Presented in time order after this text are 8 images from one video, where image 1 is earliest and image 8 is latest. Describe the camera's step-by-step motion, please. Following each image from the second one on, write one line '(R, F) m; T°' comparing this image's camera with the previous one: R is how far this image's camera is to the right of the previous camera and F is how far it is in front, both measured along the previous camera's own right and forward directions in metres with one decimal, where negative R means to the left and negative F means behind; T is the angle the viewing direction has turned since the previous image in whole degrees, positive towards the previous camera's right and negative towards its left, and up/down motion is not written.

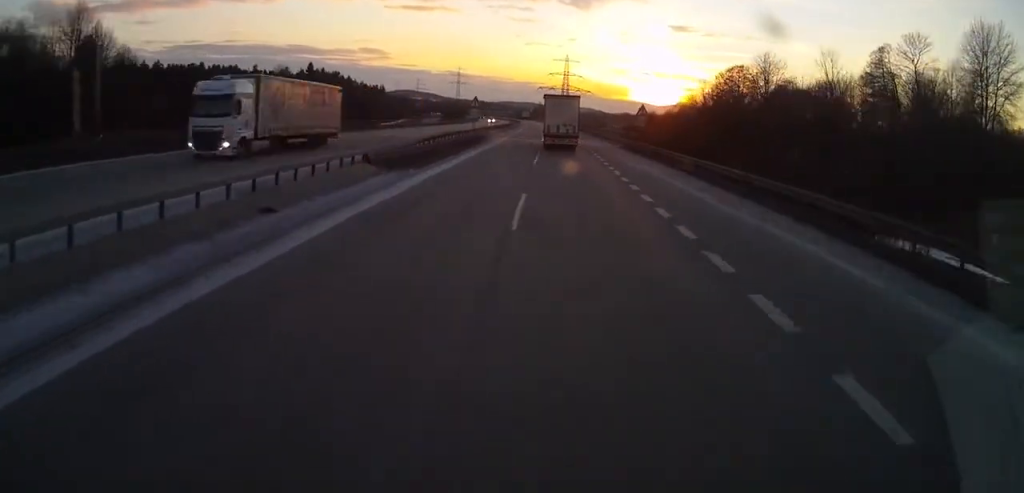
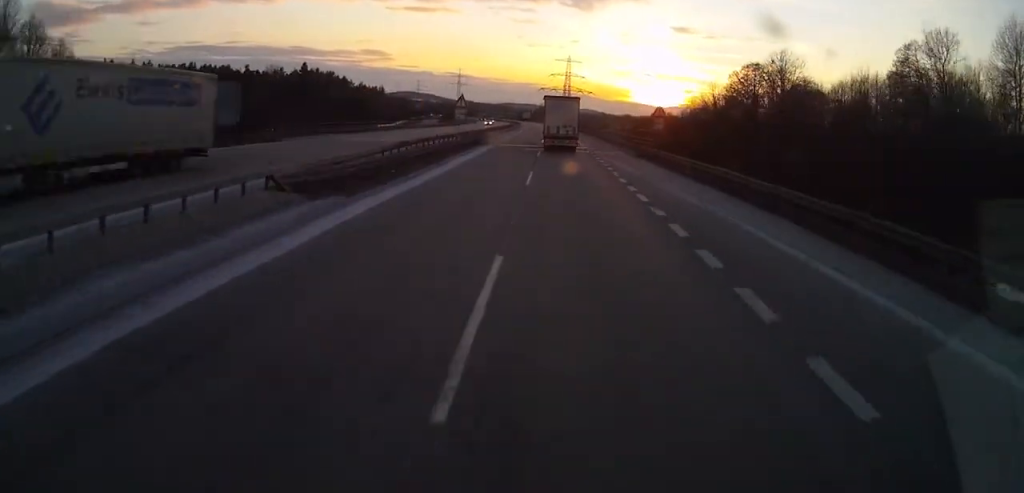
(0.0, +8.2) m; 0°
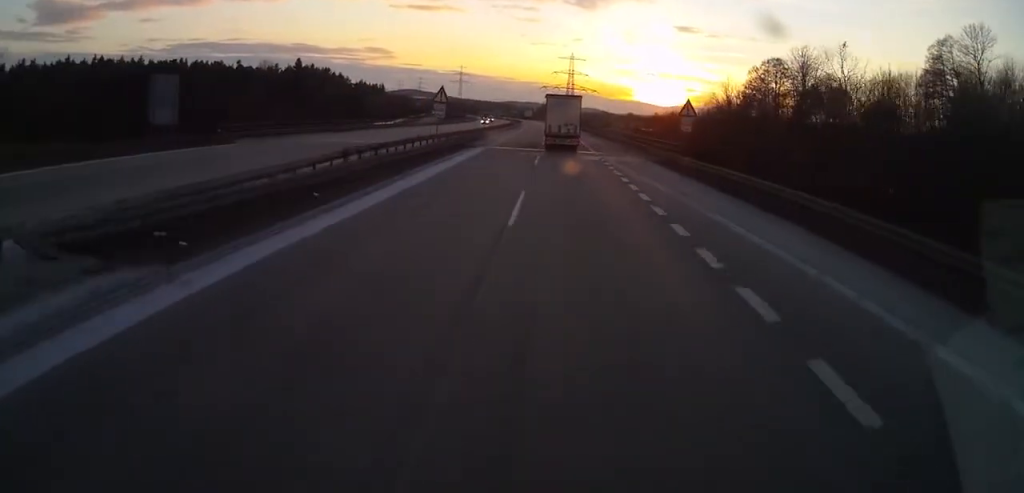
(0.0, +9.1) m; 0°
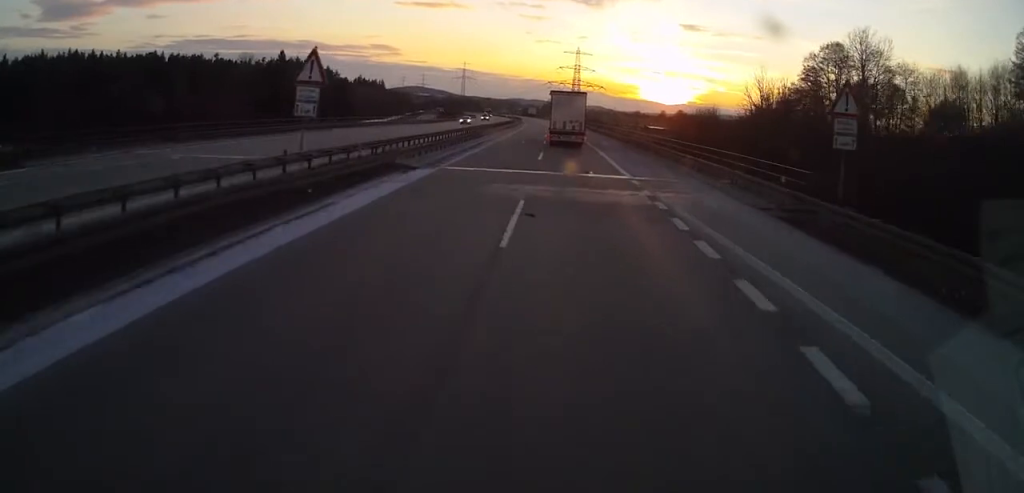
(0.0, +20.3) m; 0°
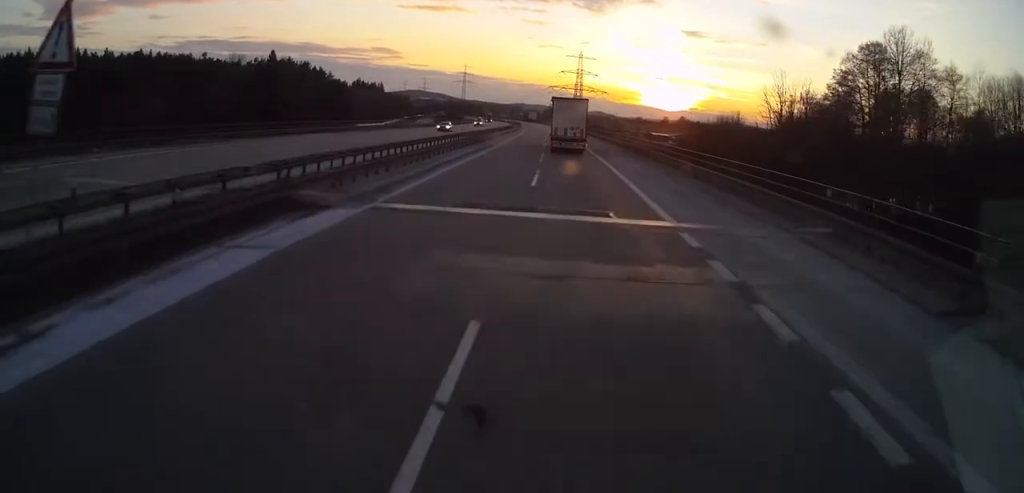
(0.0, +9.8) m; 0°
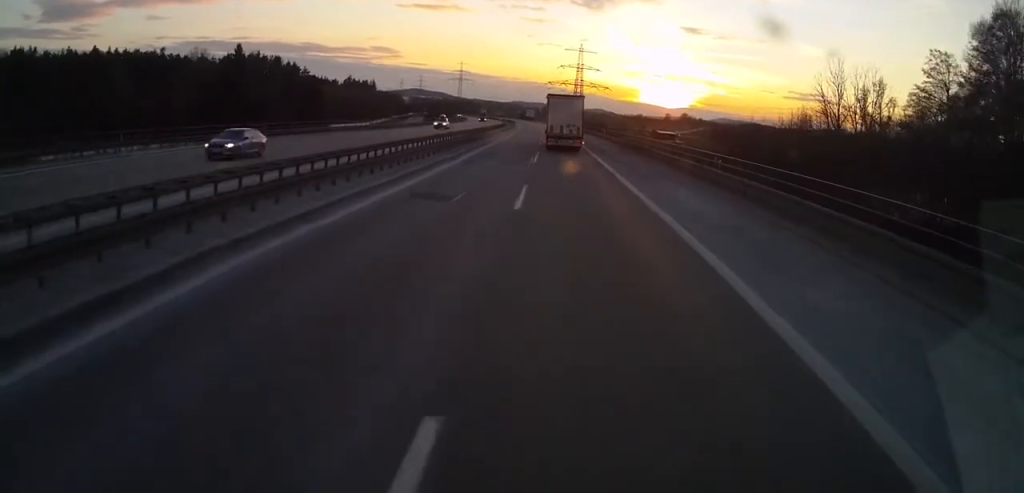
(0.0, +23.8) m; 0°
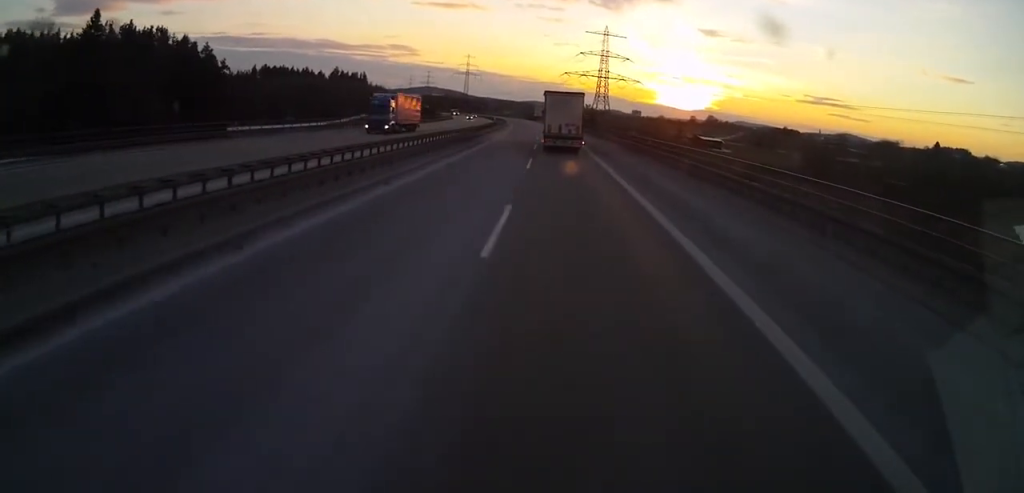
(+0.1, +76.2) m; 0°
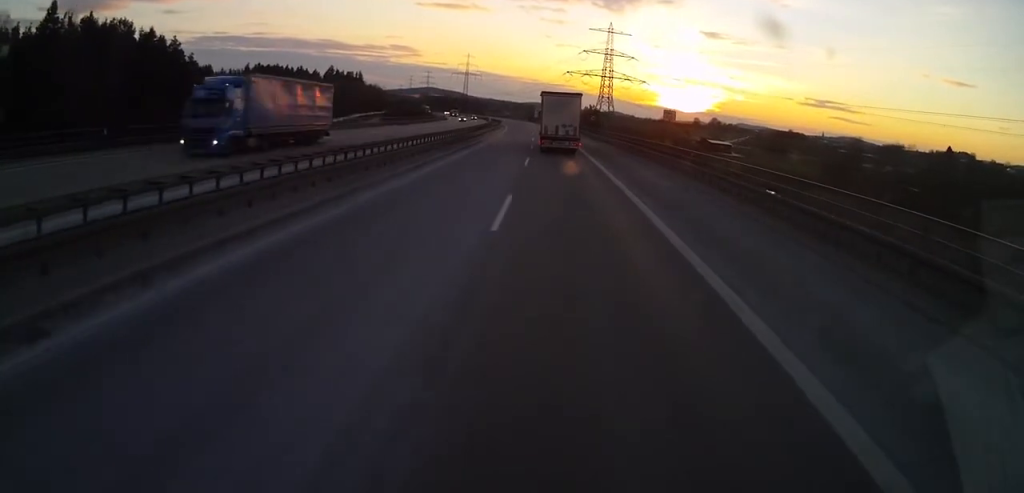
(0.0, +15.1) m; -1°
